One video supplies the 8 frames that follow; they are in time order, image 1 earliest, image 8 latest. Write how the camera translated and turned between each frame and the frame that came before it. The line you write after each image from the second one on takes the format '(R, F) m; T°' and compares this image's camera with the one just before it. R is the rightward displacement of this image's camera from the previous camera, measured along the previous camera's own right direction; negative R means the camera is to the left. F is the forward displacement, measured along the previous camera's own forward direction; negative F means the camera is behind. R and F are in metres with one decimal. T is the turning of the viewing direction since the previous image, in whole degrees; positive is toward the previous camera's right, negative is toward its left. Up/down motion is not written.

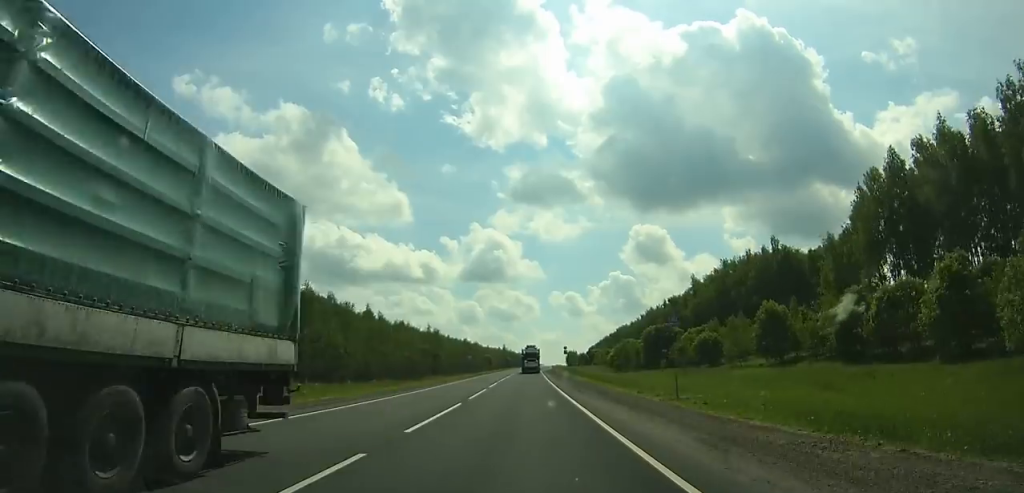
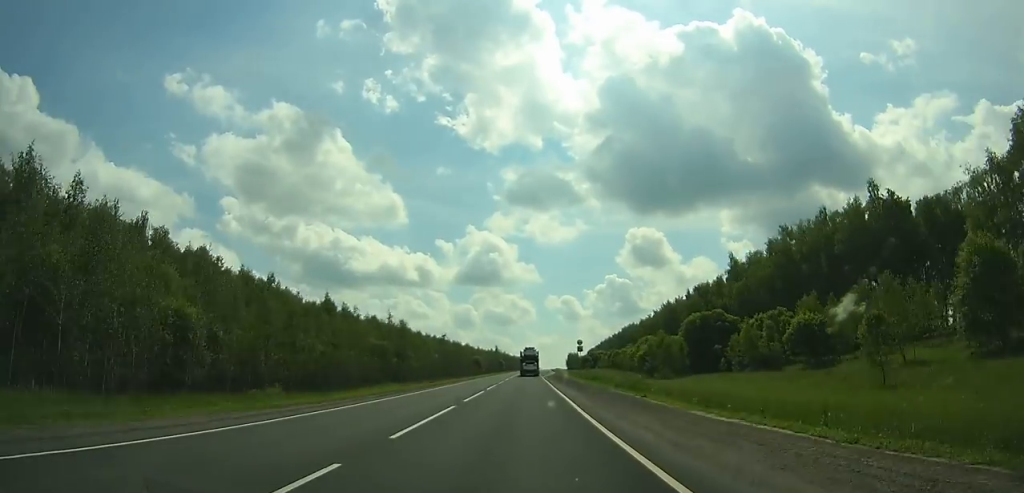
(0.0, +37.0) m; 0°
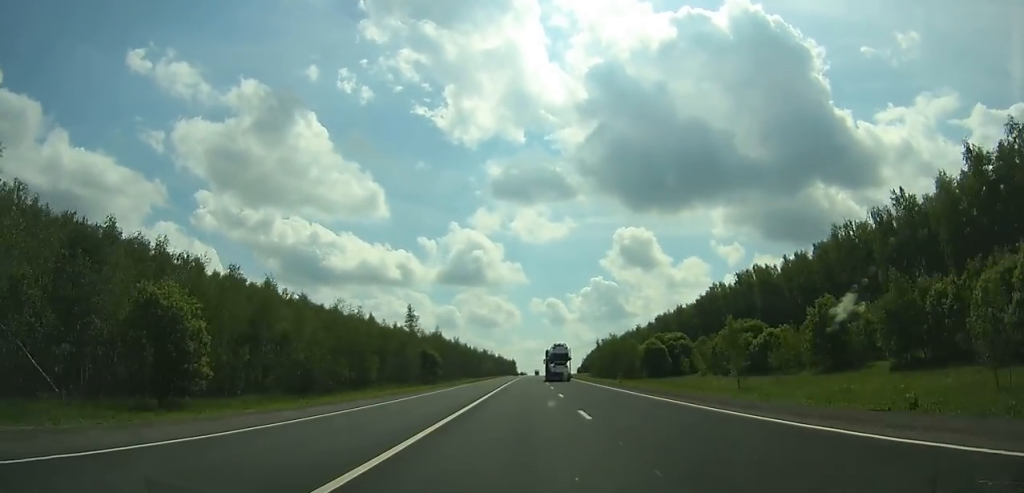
(+2.9, +186.8) m; +2°
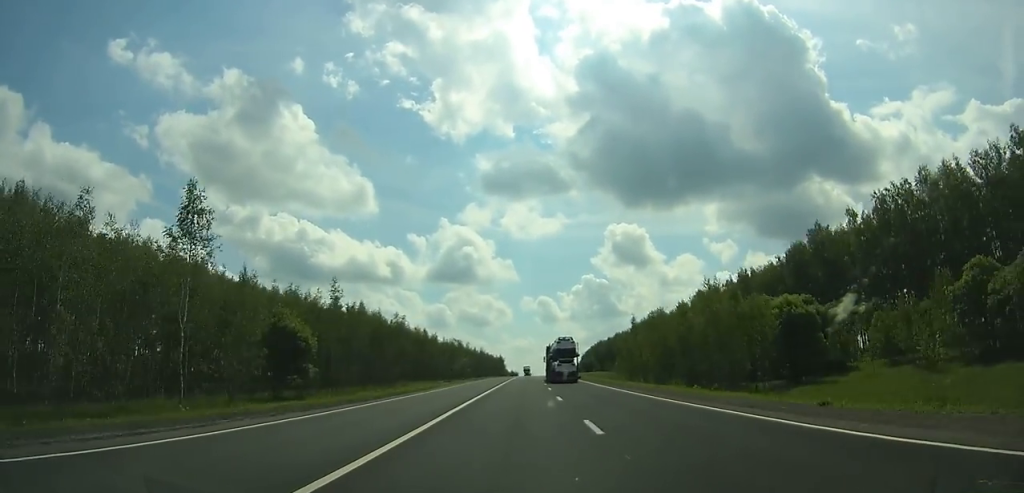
(+0.2, +65.4) m; +1°
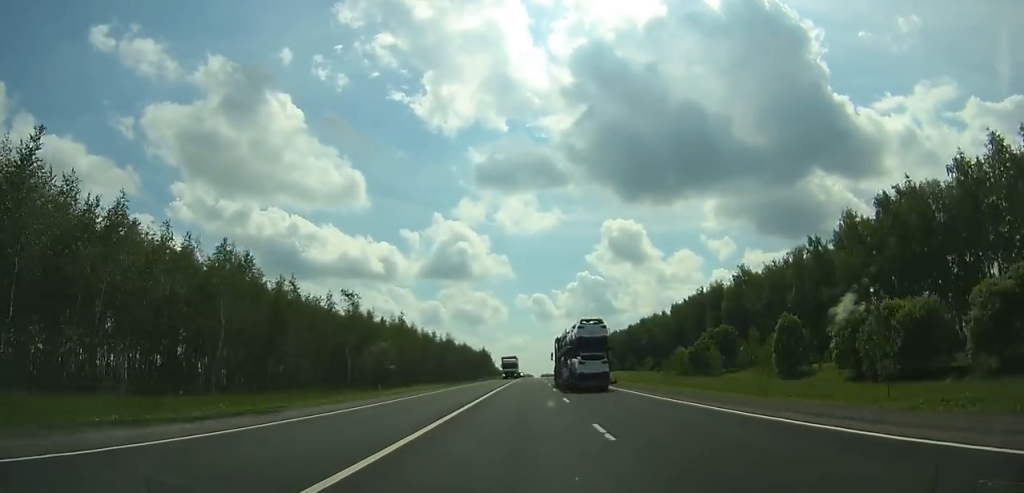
(+0.5, +89.3) m; +1°
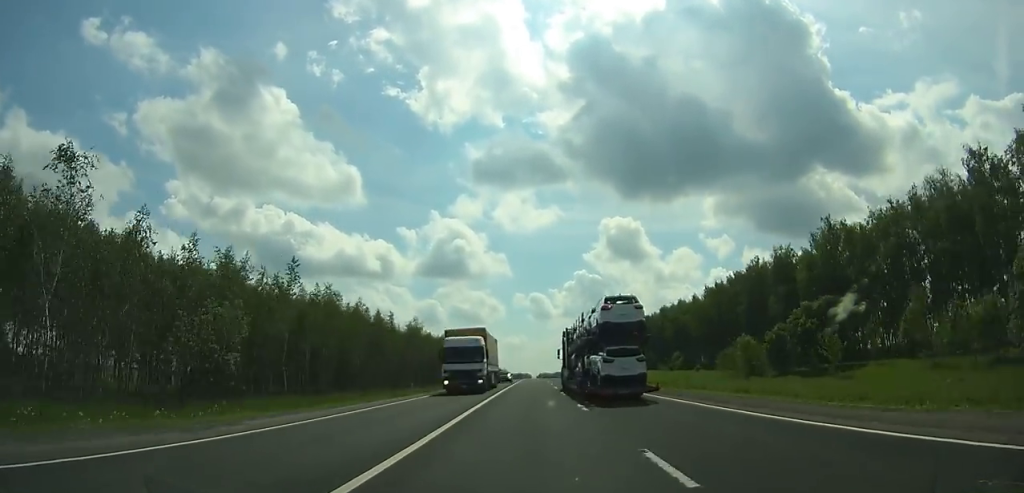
(+0.2, +41.4) m; 0°
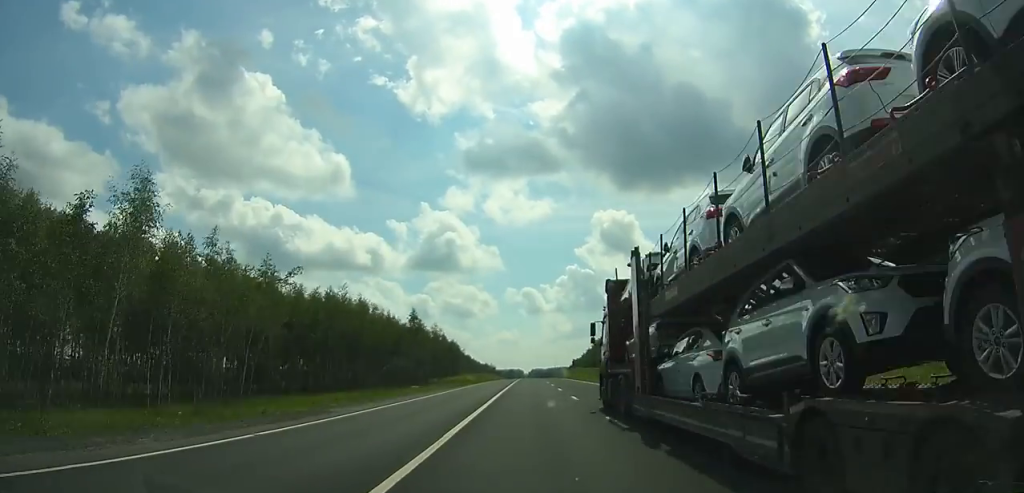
(+0.5, +80.6) m; +1°
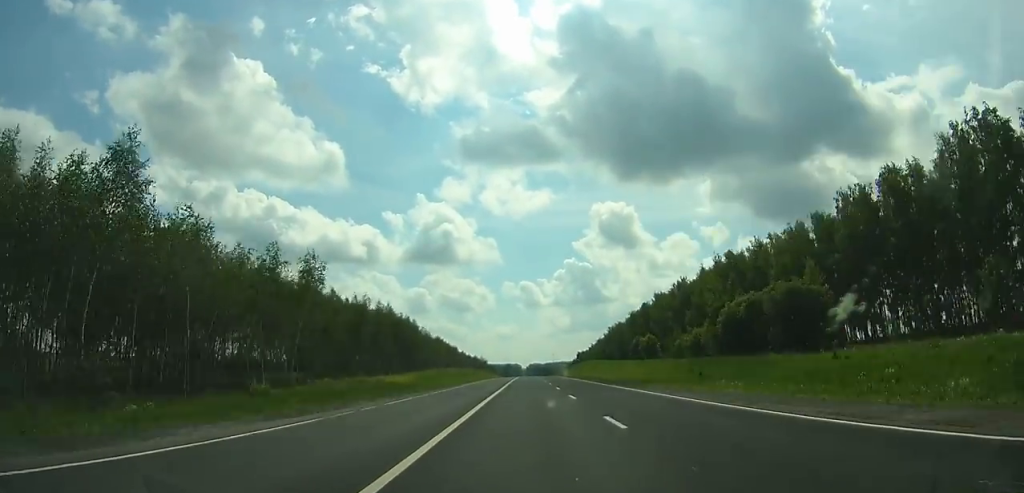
(+0.3, +74.9) m; 0°
